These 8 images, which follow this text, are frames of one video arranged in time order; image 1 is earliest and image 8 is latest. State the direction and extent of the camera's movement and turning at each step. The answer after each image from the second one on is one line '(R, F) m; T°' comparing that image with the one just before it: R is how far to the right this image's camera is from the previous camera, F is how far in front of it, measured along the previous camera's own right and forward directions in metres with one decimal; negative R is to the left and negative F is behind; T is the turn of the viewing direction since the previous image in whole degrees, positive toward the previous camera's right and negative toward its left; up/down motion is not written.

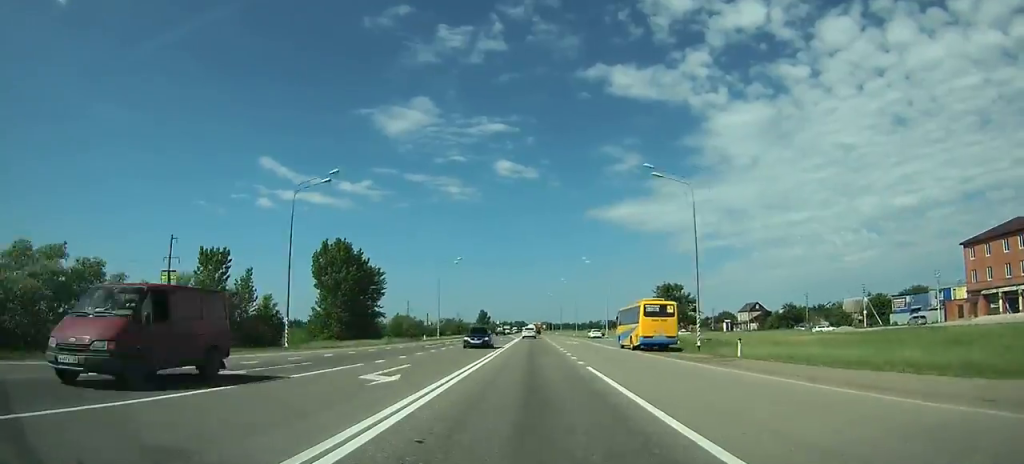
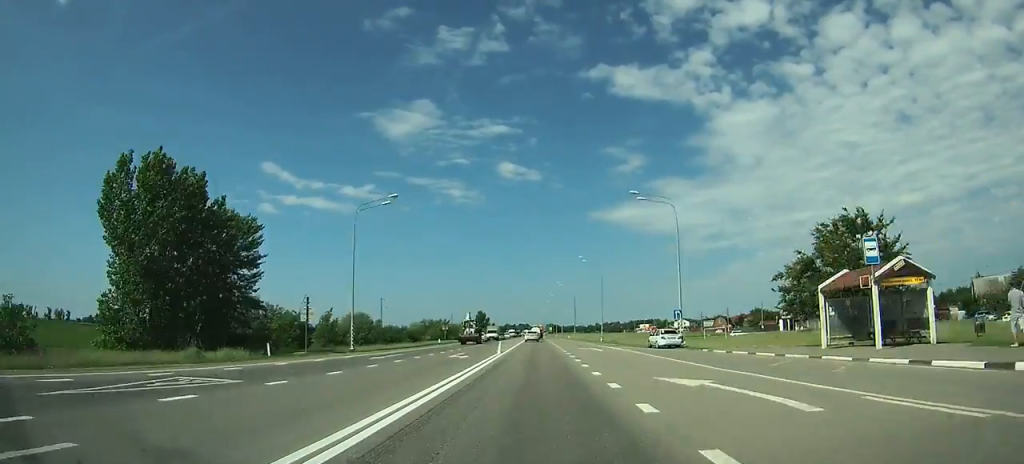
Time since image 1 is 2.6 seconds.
(0.0, +44.0) m; 0°
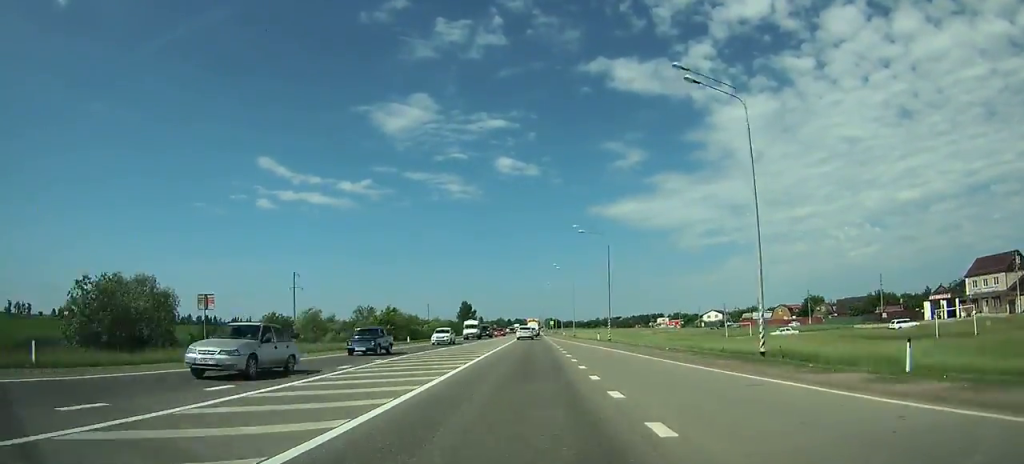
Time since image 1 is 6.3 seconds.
(0.0, +62.8) m; 0°
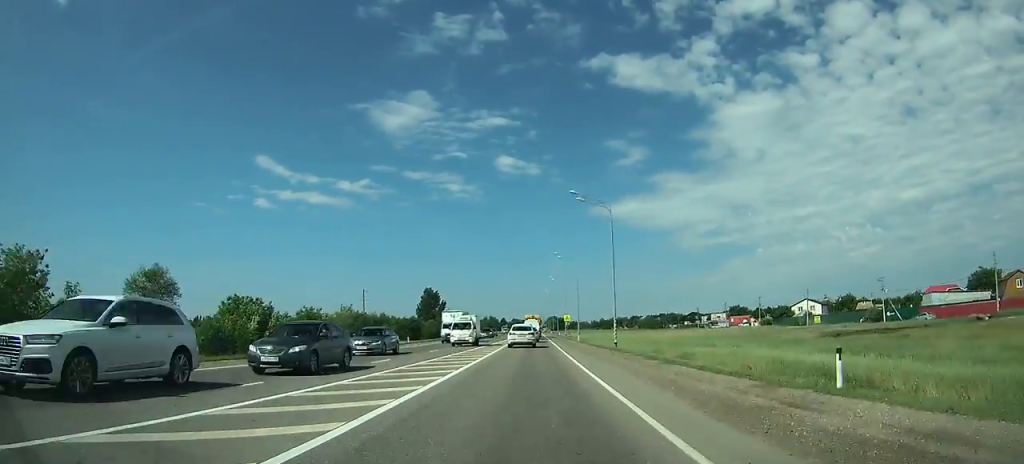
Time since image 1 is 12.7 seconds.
(0.0, +102.5) m; 0°
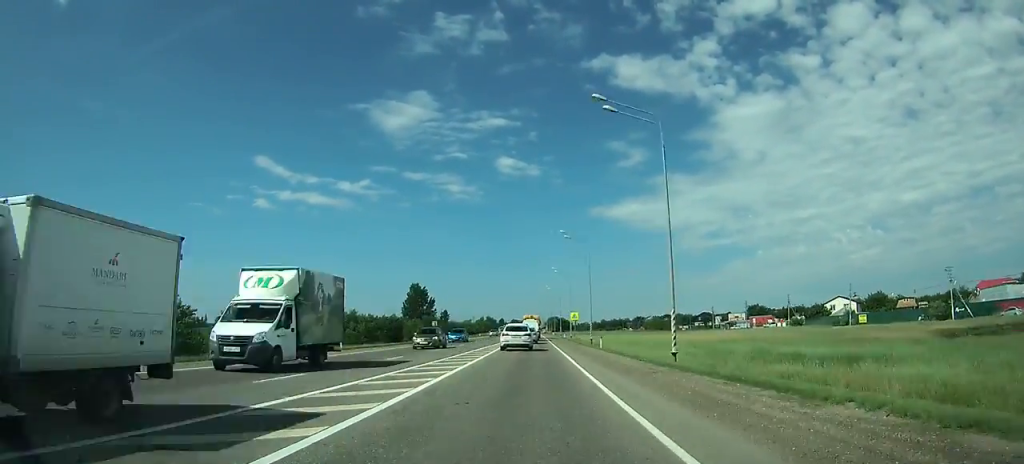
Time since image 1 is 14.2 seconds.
(0.0, +21.7) m; 0°
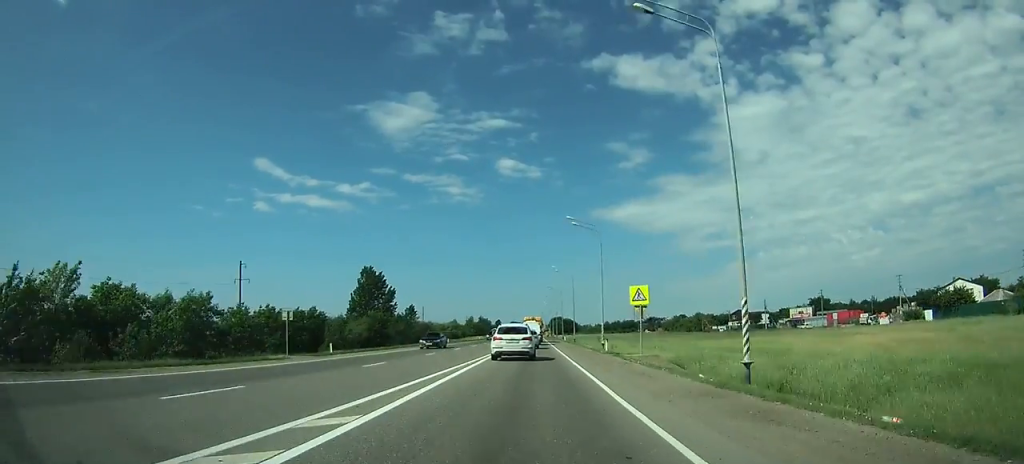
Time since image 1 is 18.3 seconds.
(-0.1, +53.5) m; 0°
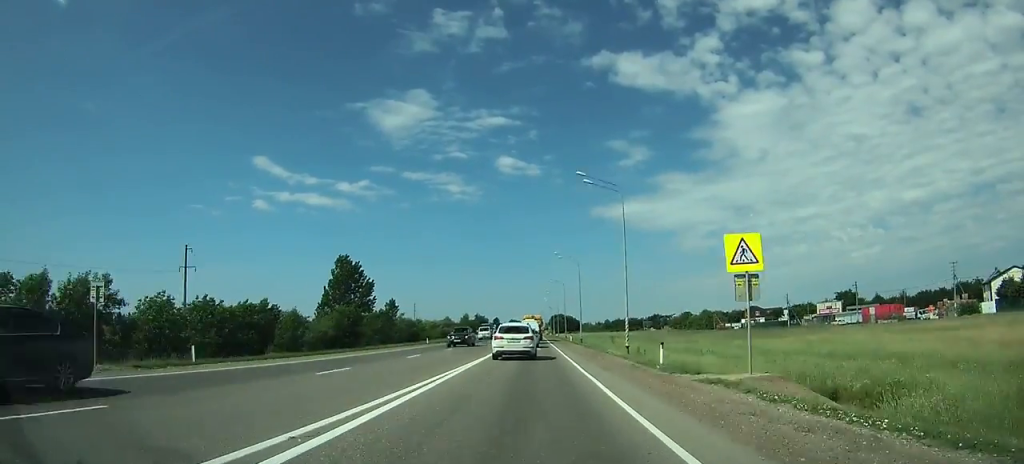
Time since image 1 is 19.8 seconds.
(0.0, +17.7) m; 0°
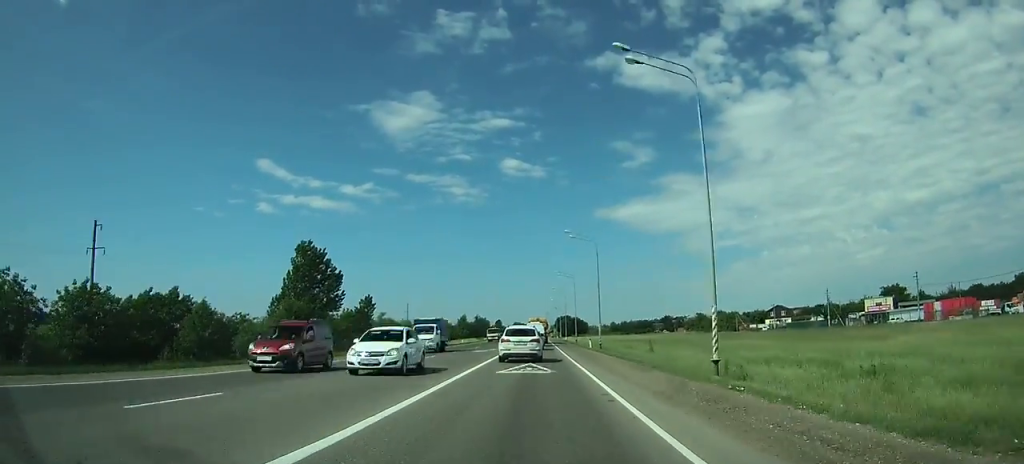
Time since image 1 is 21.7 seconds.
(0.0, +21.2) m; 0°
